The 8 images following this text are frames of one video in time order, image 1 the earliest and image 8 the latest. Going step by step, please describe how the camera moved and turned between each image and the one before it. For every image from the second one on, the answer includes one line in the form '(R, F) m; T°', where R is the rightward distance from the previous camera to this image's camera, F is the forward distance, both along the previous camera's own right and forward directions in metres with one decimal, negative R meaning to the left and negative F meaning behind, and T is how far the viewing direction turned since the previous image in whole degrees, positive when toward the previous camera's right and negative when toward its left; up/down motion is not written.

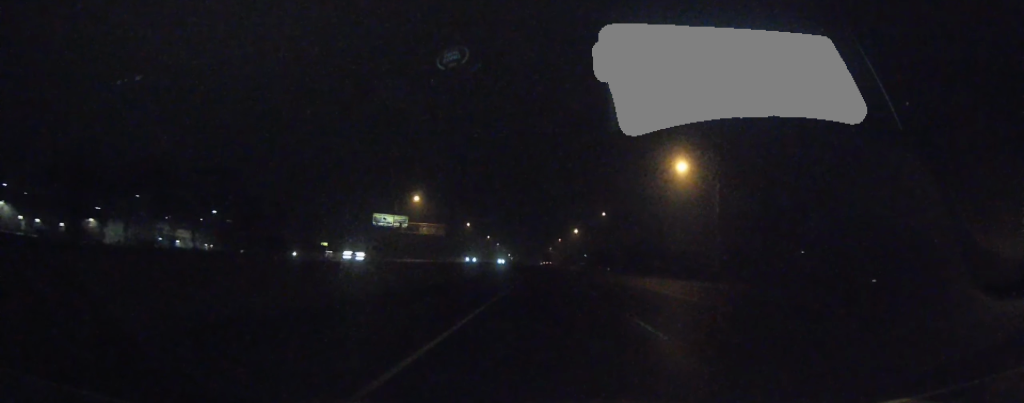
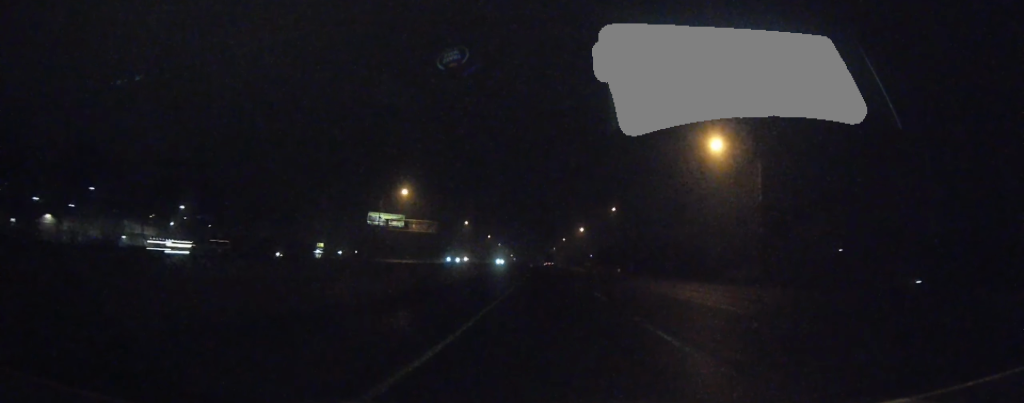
(0.0, +13.6) m; 0°
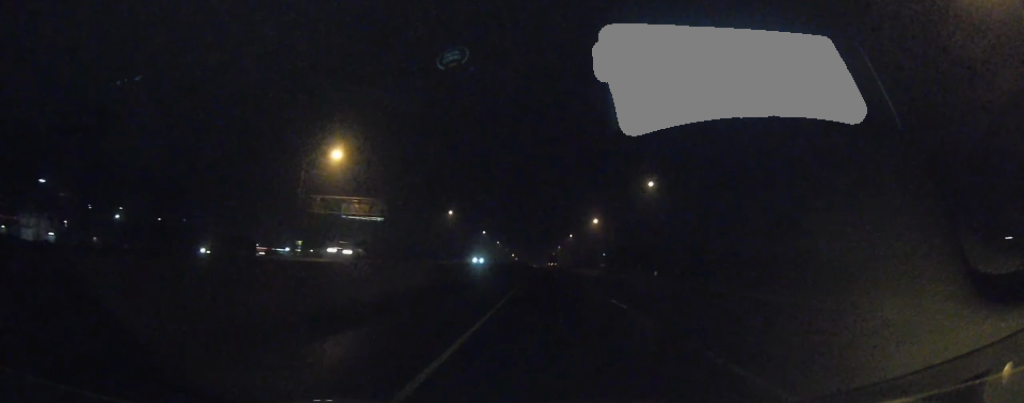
(0.0, +40.0) m; -1°
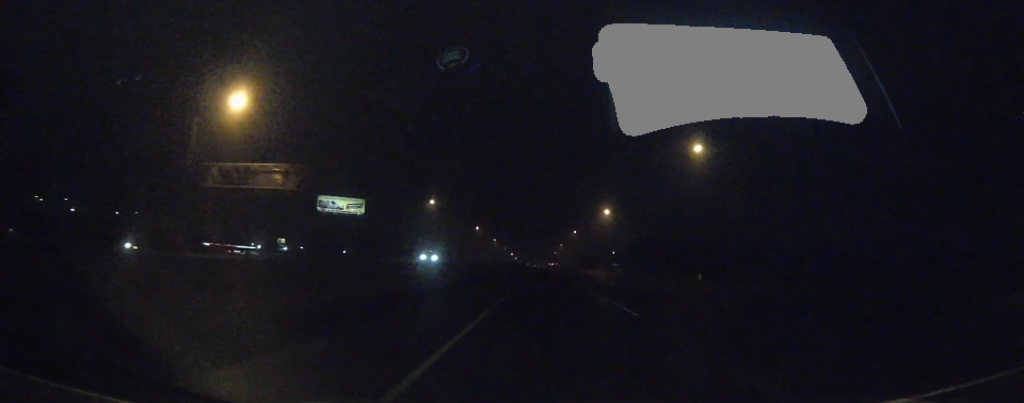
(-0.5, +26.6) m; -1°
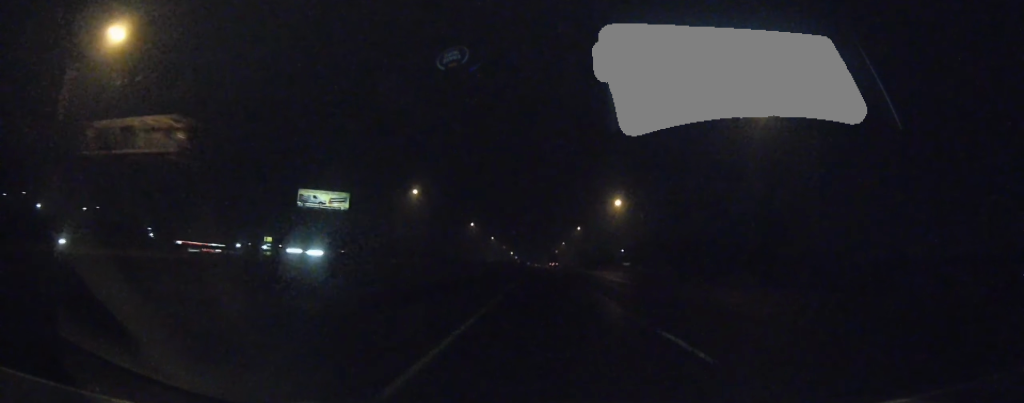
(-0.1, +18.2) m; 0°
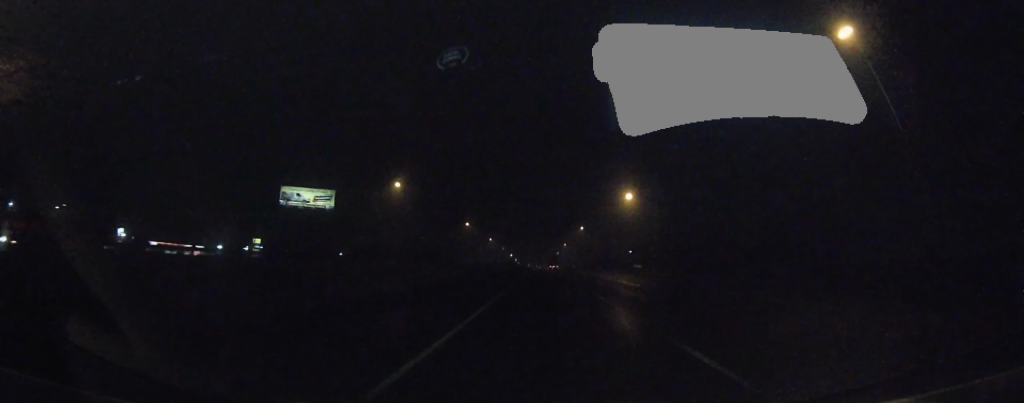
(-0.1, +14.0) m; +1°
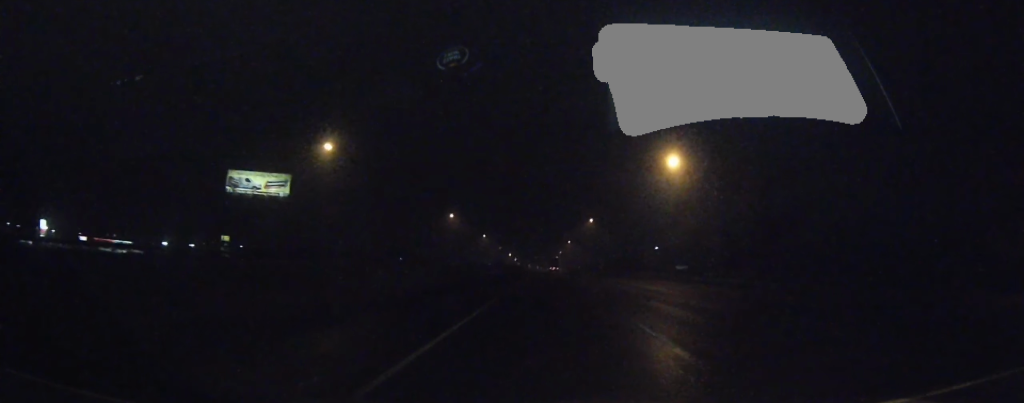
(+0.5, +33.5) m; 0°
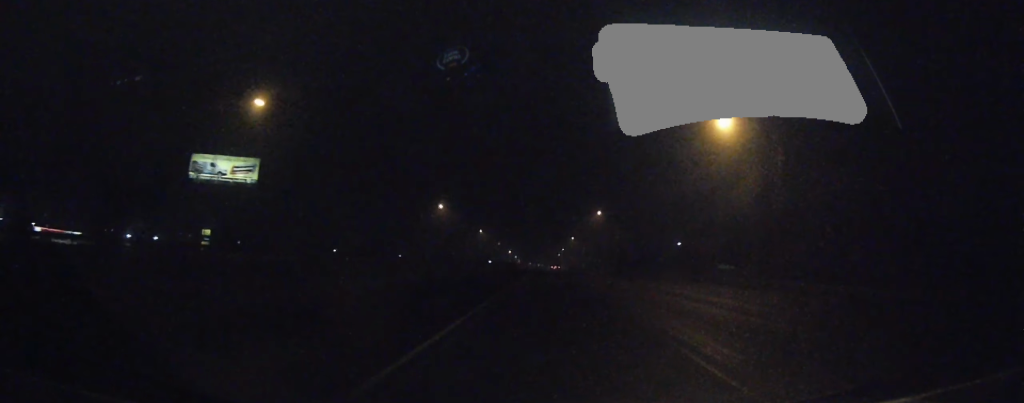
(-0.1, +18.4) m; 0°
